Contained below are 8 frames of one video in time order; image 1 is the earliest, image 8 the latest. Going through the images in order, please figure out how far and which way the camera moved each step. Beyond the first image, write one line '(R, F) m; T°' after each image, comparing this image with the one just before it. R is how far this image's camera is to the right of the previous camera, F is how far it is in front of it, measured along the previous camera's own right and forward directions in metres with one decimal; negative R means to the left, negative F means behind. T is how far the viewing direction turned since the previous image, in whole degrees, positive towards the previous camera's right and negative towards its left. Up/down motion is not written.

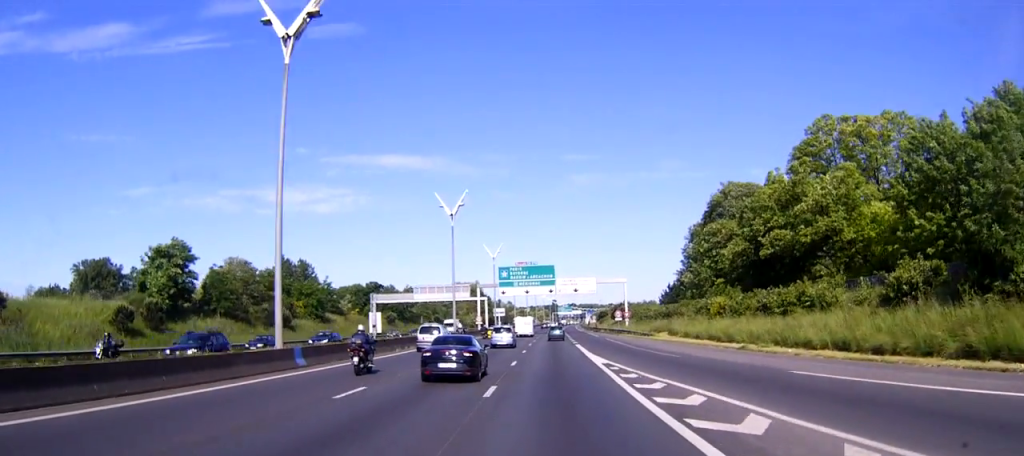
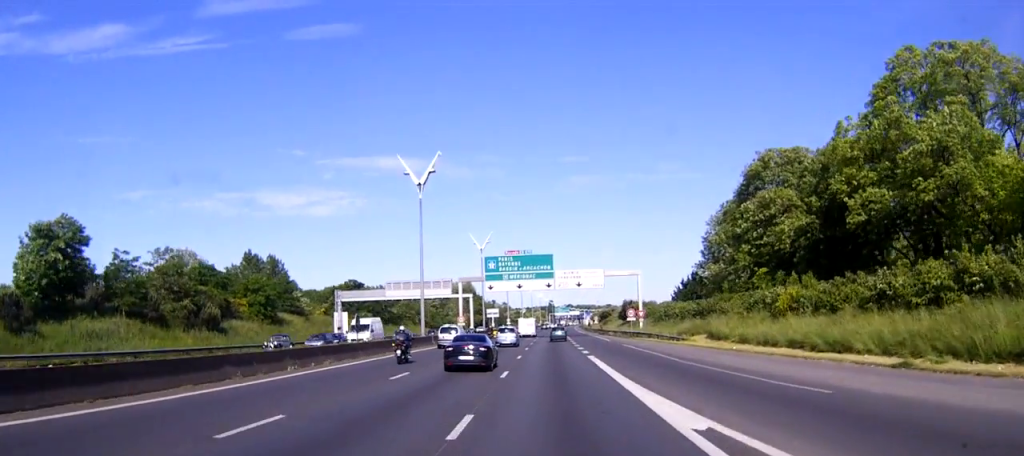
(0.0, +19.7) m; 0°
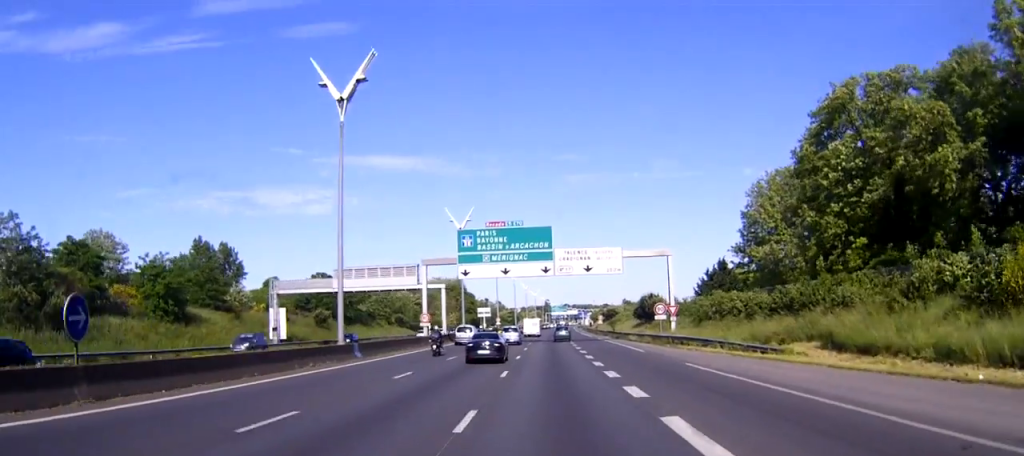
(-0.2, +25.1) m; 0°
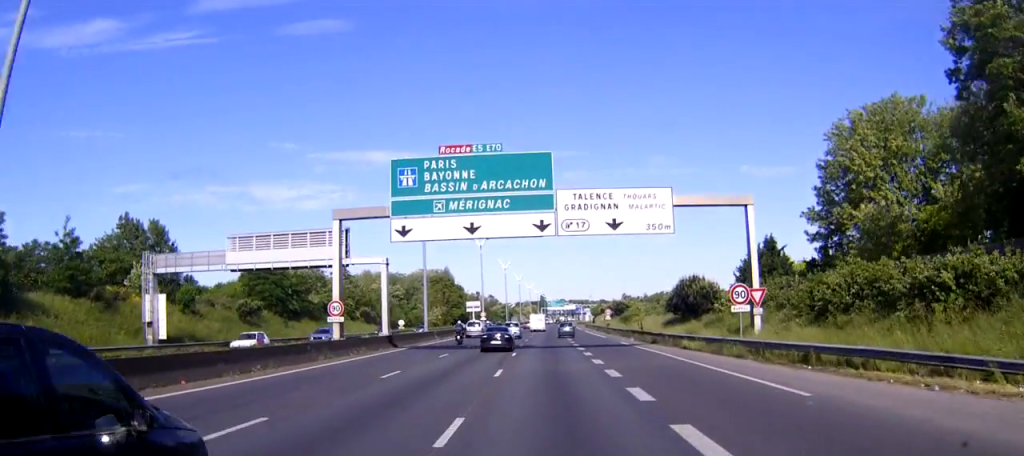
(+0.4, +27.9) m; +1°
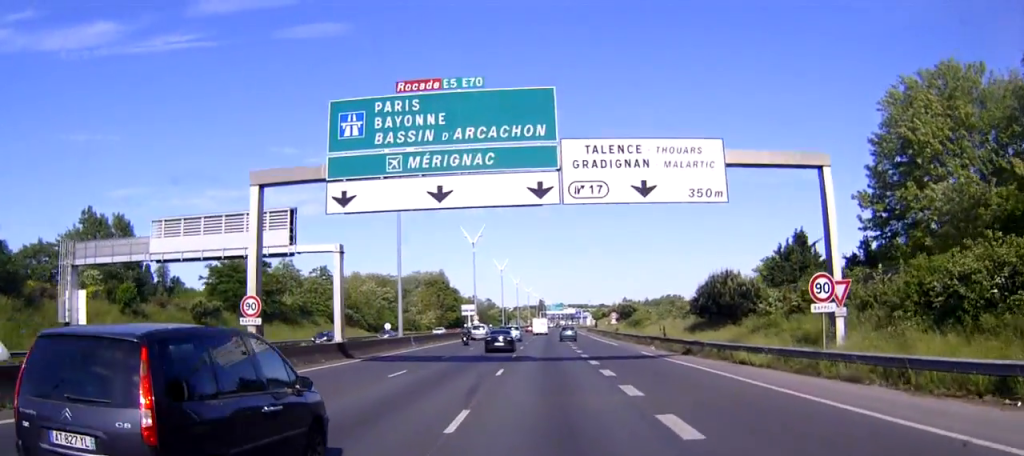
(0.0, +11.6) m; 0°
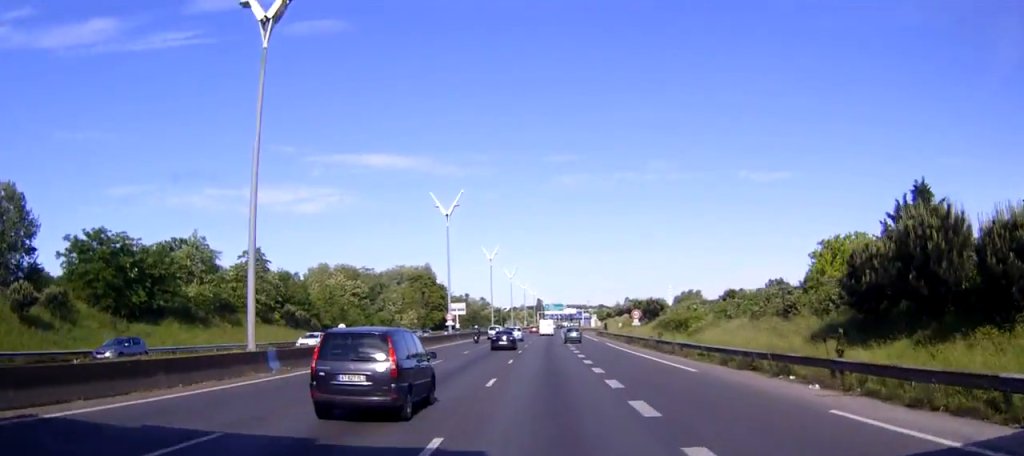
(-0.1, +28.6) m; -1°
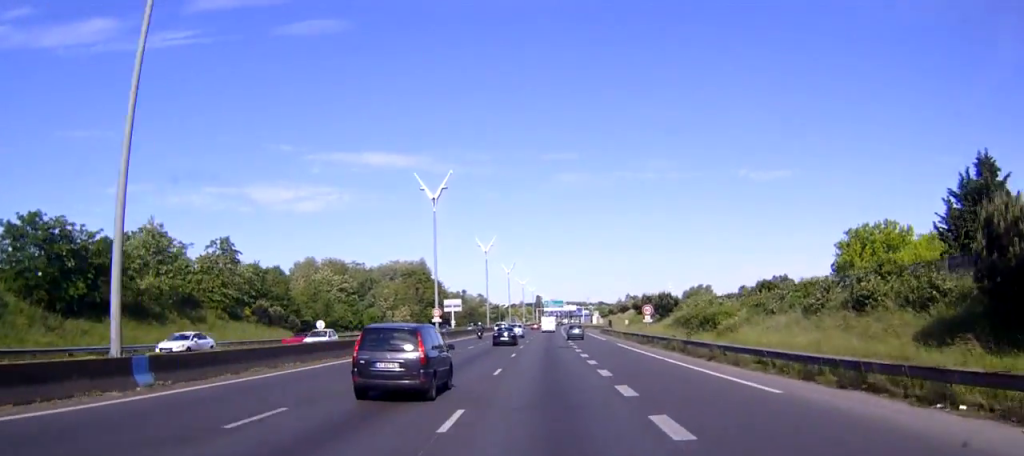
(-0.1, +9.5) m; 0°
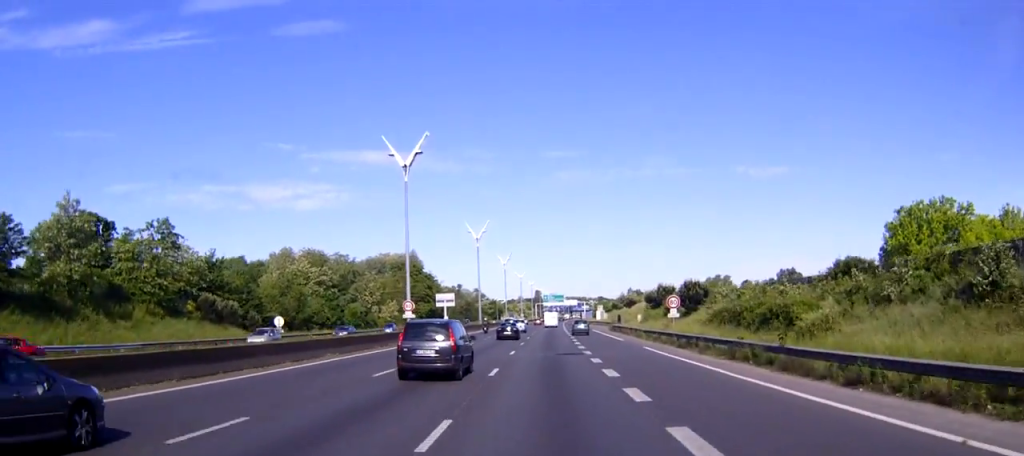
(0.0, +14.6) m; 0°
